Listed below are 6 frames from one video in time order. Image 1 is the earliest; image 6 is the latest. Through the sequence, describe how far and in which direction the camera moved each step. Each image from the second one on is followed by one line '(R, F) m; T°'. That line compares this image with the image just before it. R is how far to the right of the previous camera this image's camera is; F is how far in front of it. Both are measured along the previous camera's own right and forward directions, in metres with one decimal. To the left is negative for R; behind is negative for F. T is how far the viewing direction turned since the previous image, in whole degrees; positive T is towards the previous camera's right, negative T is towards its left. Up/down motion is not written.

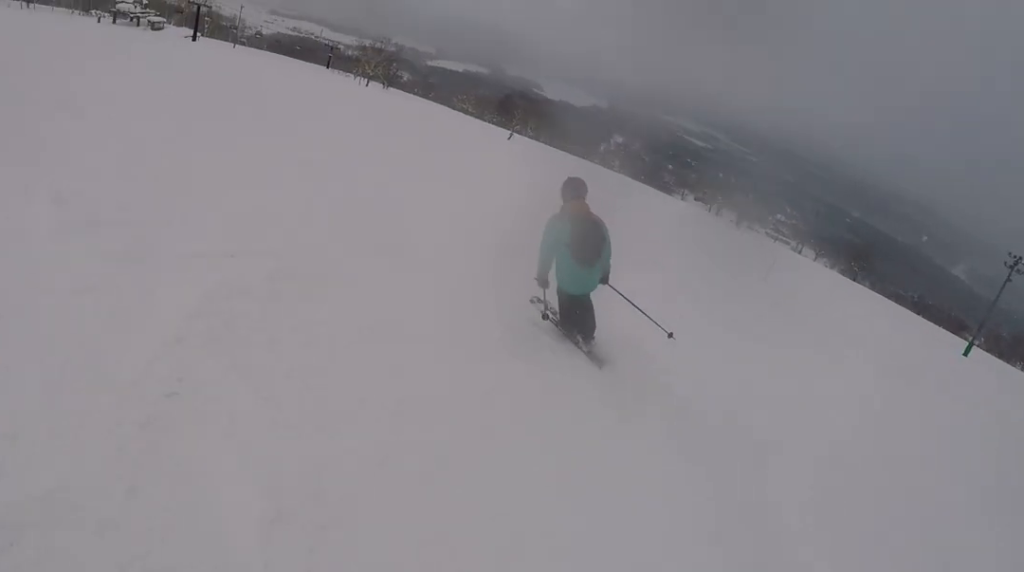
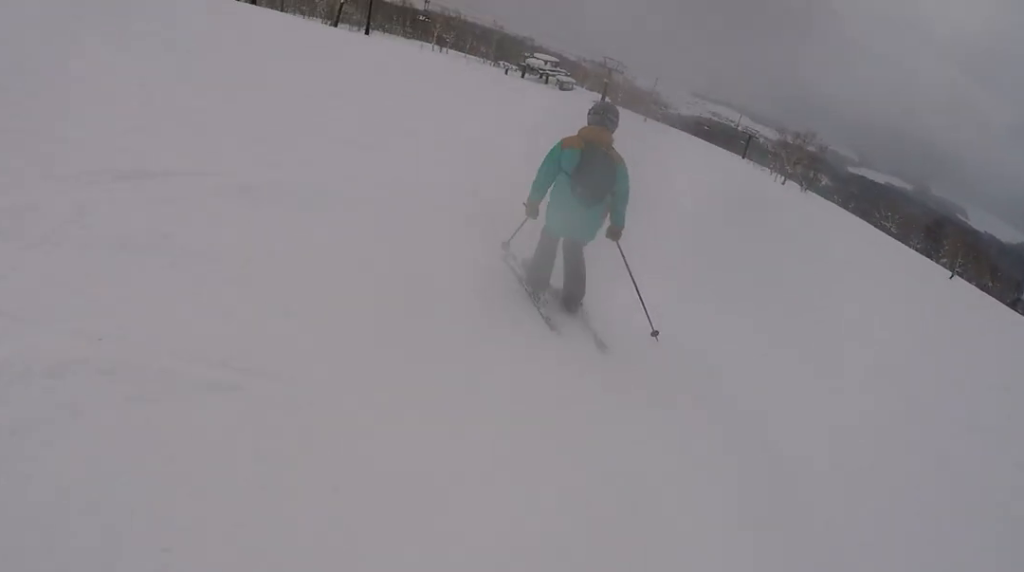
(-3.6, +10.0) m; -31°
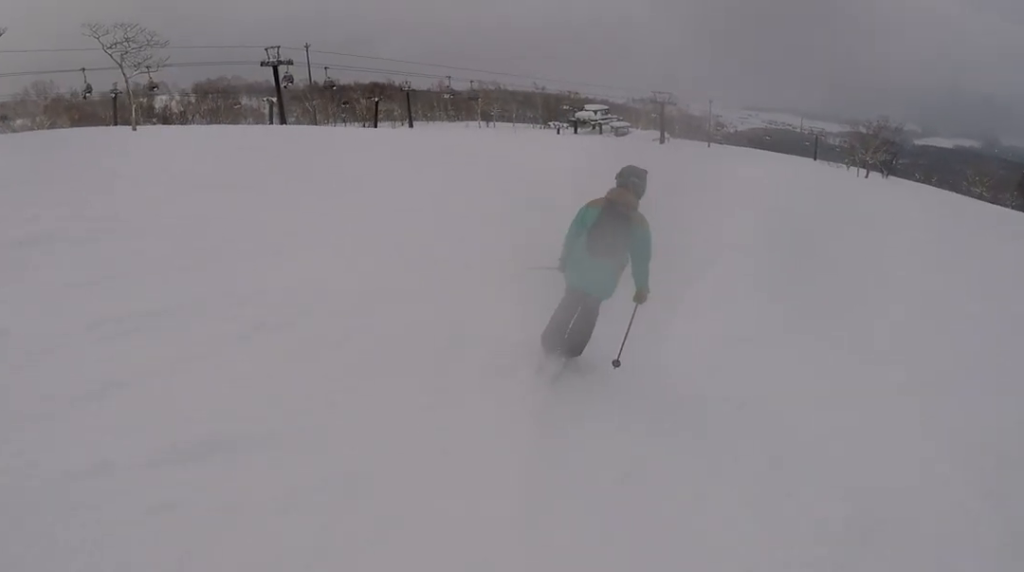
(-0.3, +6.0) m; +5°
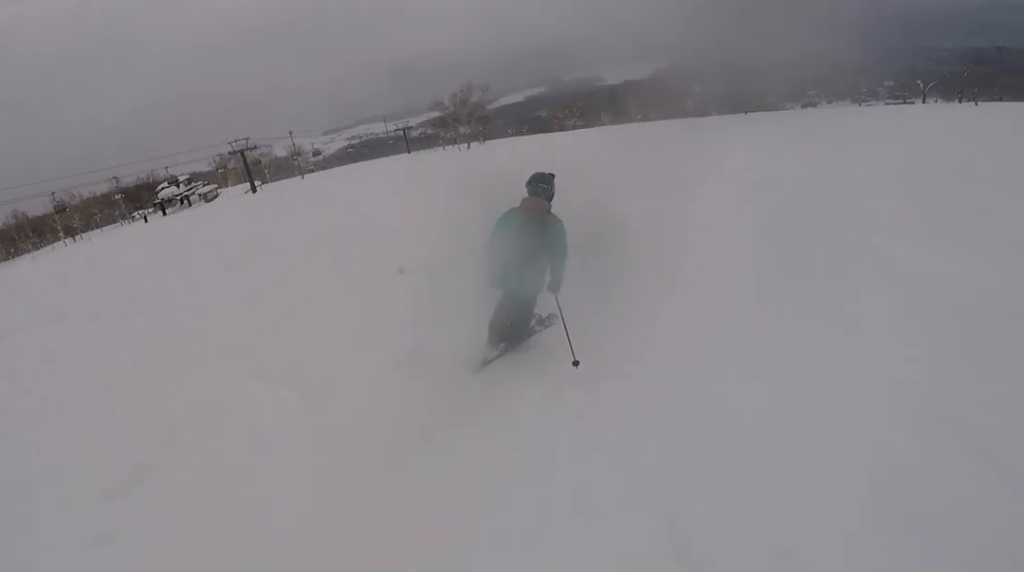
(+2.7, +10.9) m; +34°
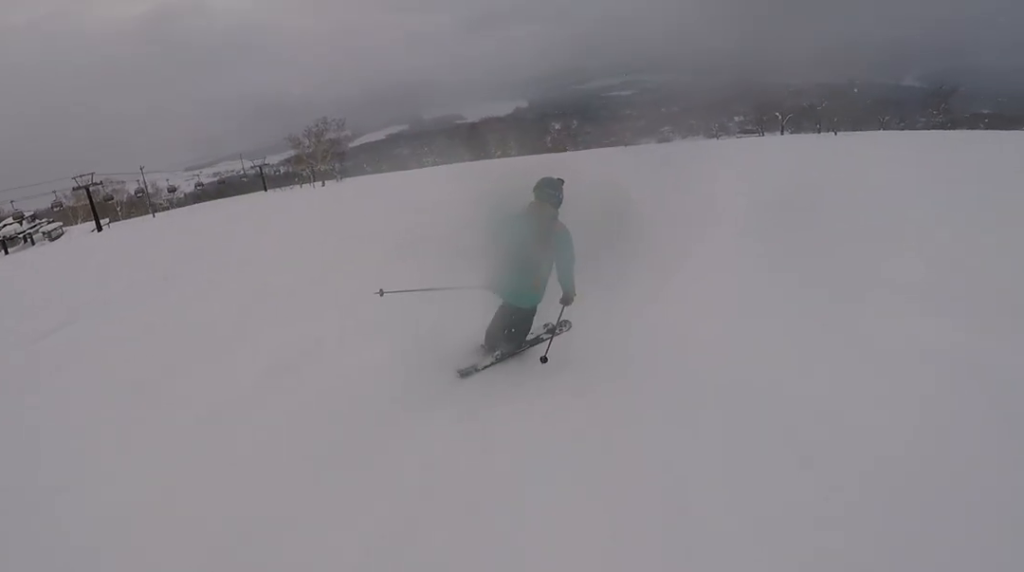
(+0.9, +4.3) m; +13°
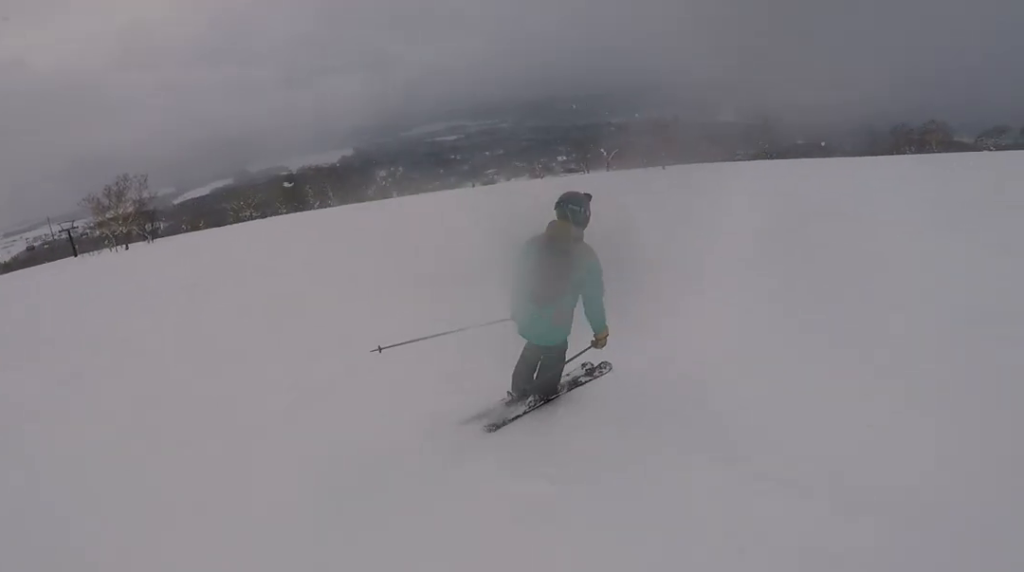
(+0.7, +5.8) m; +17°
